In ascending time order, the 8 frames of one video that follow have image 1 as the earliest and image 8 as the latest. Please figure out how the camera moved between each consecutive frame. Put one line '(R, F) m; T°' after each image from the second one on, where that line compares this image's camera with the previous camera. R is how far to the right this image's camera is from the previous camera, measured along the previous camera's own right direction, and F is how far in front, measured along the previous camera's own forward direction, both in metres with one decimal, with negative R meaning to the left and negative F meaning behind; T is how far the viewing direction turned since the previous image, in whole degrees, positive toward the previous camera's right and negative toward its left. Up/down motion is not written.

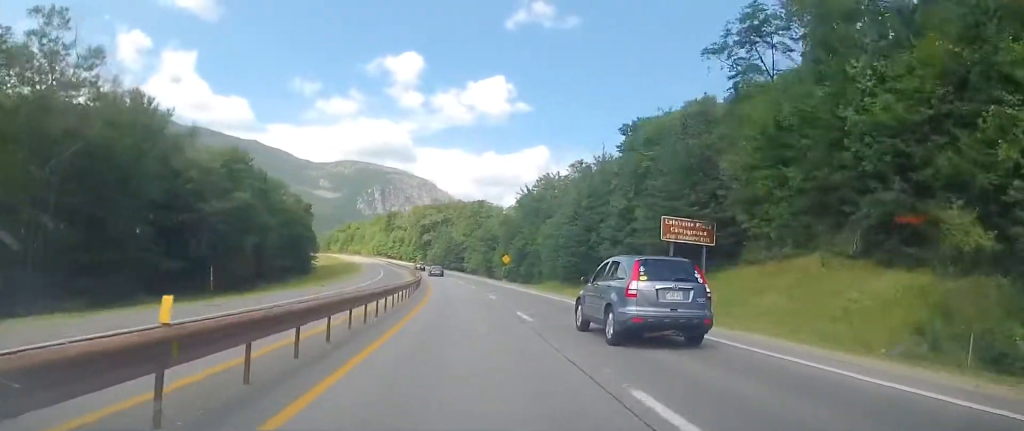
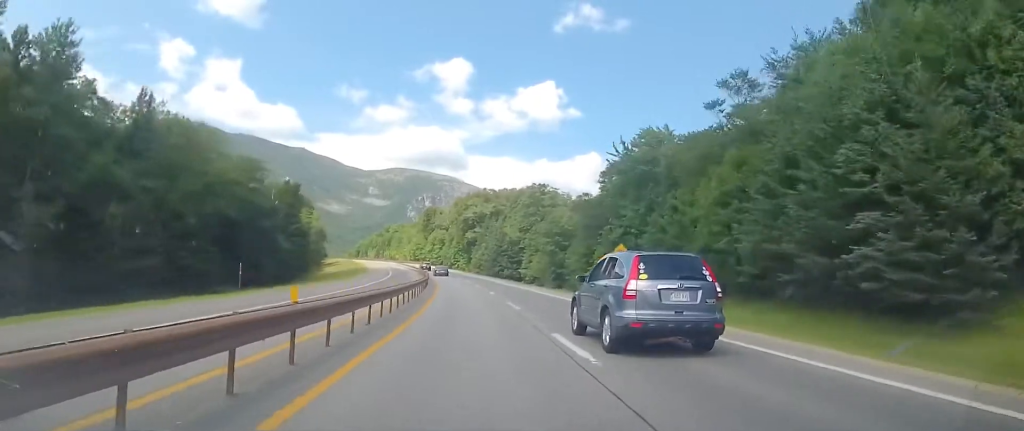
(-2.2, +43.5) m; -6°
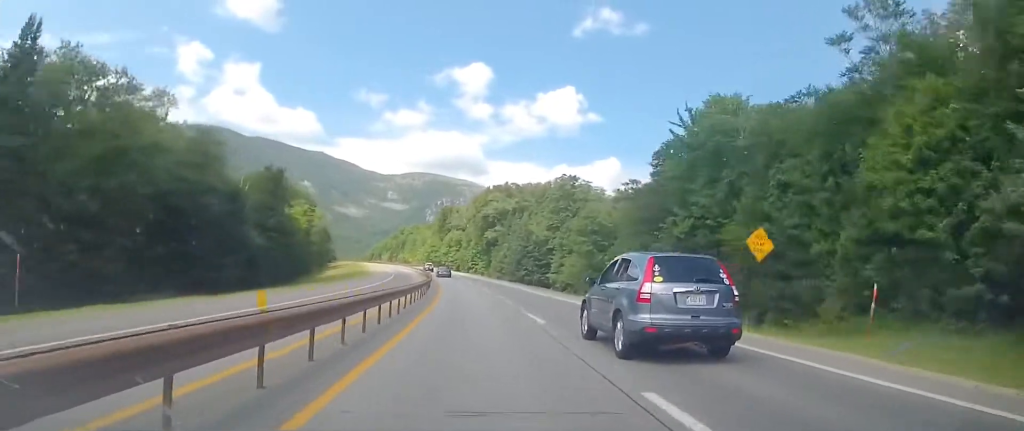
(-0.2, +17.3) m; -2°
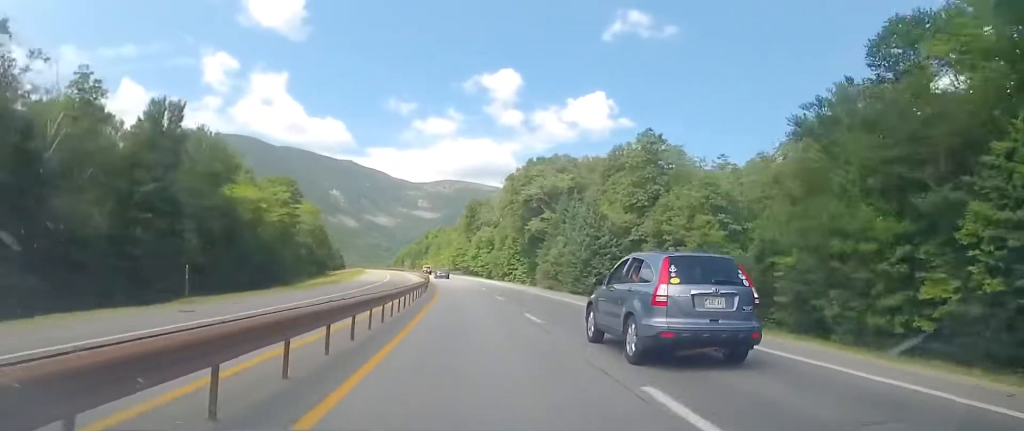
(-1.3, +36.8) m; -3°
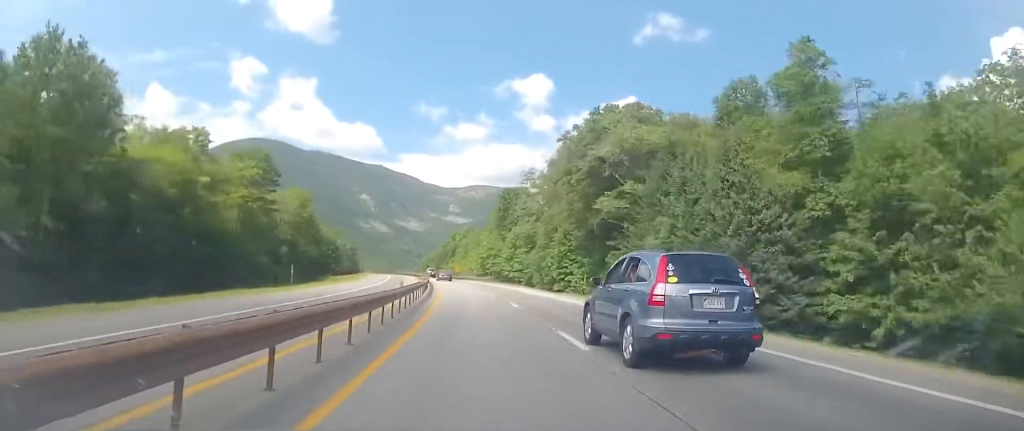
(-0.6, +30.1) m; -2°
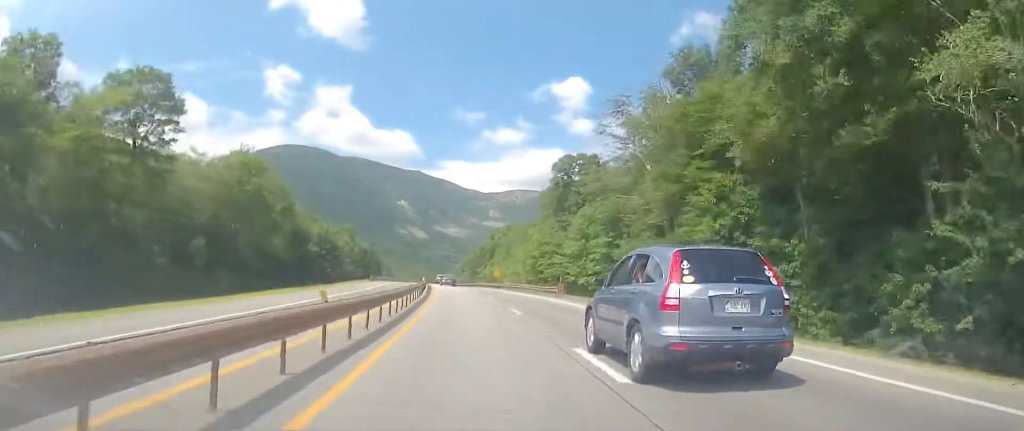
(-1.2, +40.0) m; -4°
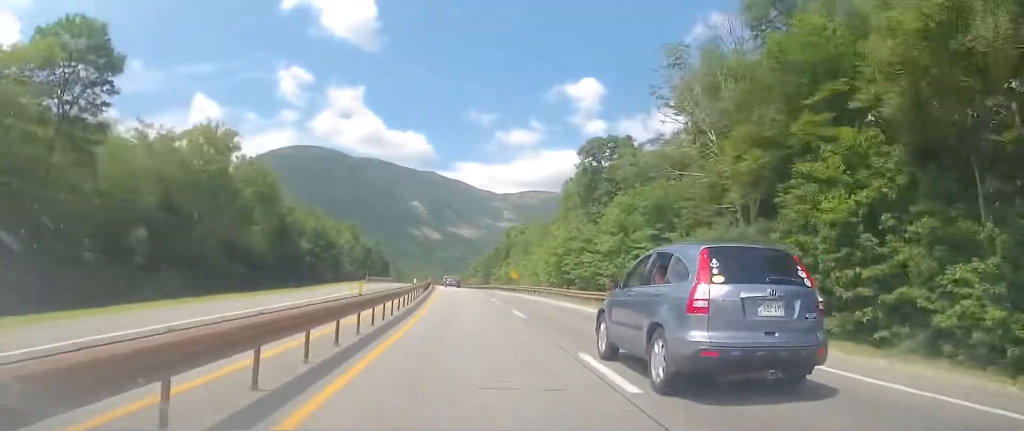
(-0.1, +12.7) m; -2°
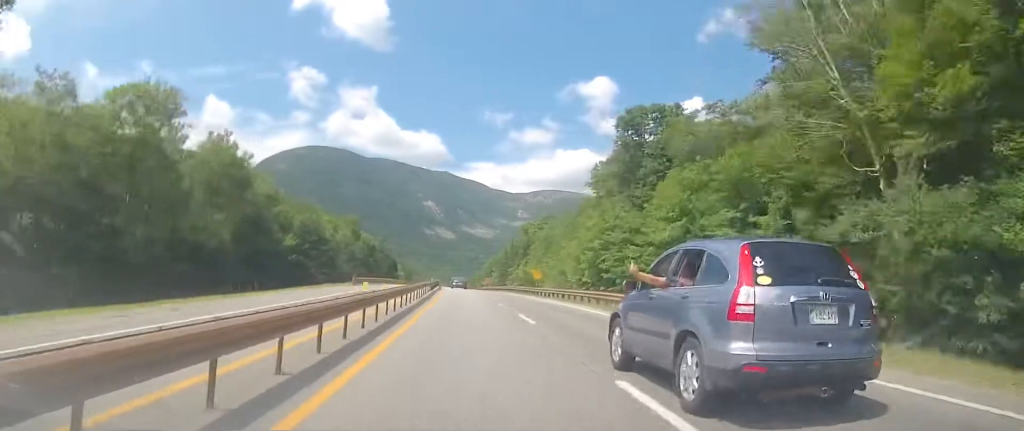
(-0.3, +14.6) m; -3°
